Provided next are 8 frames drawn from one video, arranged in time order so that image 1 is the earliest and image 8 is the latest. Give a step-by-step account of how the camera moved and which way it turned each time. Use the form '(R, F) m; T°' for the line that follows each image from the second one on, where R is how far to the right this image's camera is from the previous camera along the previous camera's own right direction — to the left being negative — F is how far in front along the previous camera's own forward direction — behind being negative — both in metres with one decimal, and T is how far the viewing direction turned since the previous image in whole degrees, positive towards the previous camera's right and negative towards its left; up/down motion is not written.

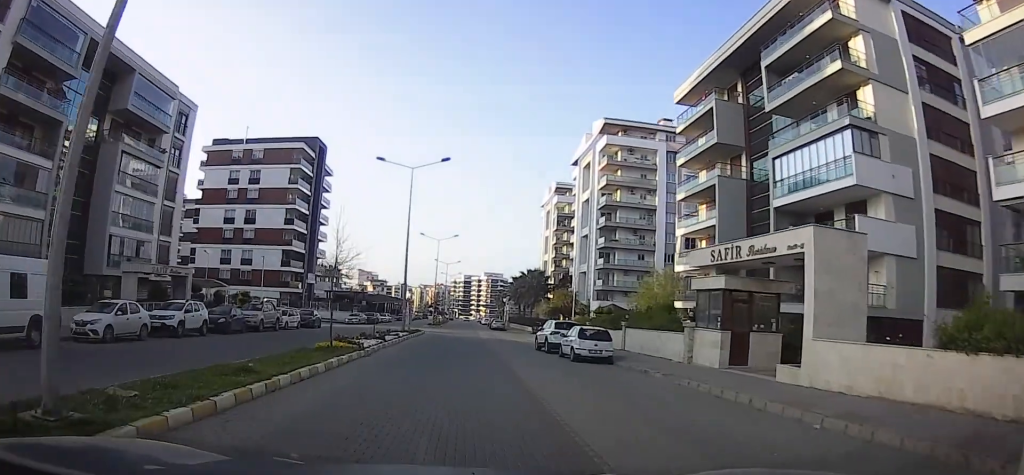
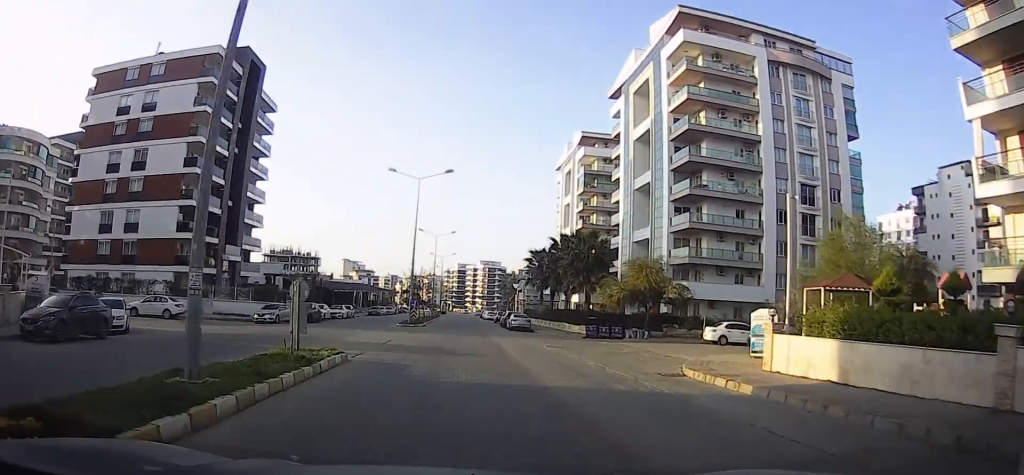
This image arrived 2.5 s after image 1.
(-0.3, +31.3) m; 0°
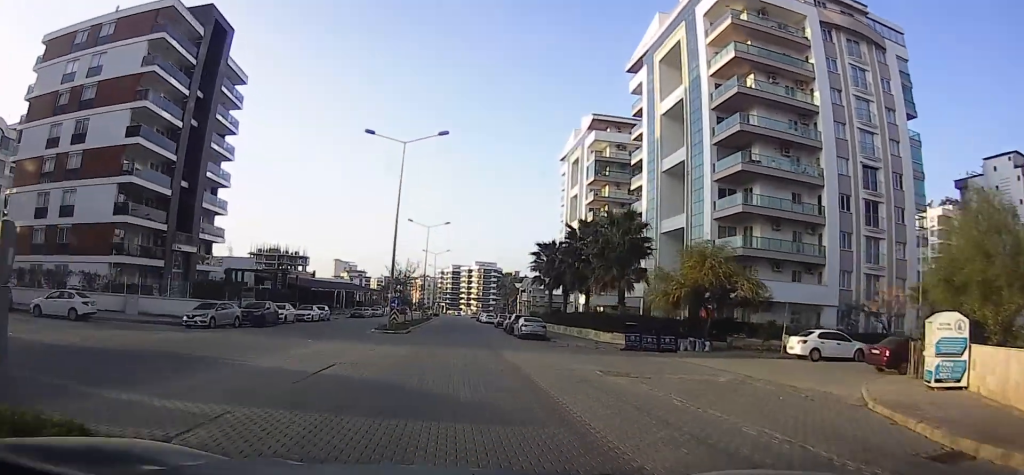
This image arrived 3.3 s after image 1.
(+0.1, +10.8) m; +1°
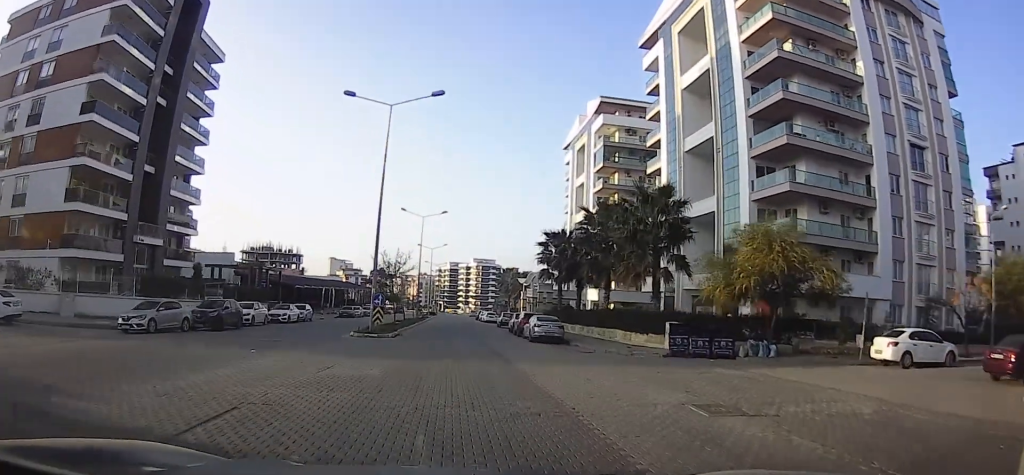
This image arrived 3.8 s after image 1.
(+0.1, +7.1) m; +1°
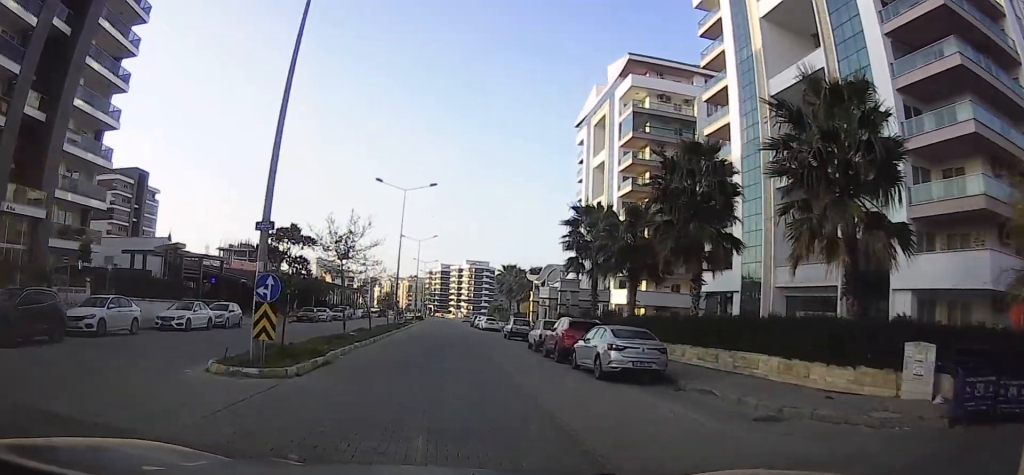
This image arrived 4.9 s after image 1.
(+0.2, +18.0) m; 0°
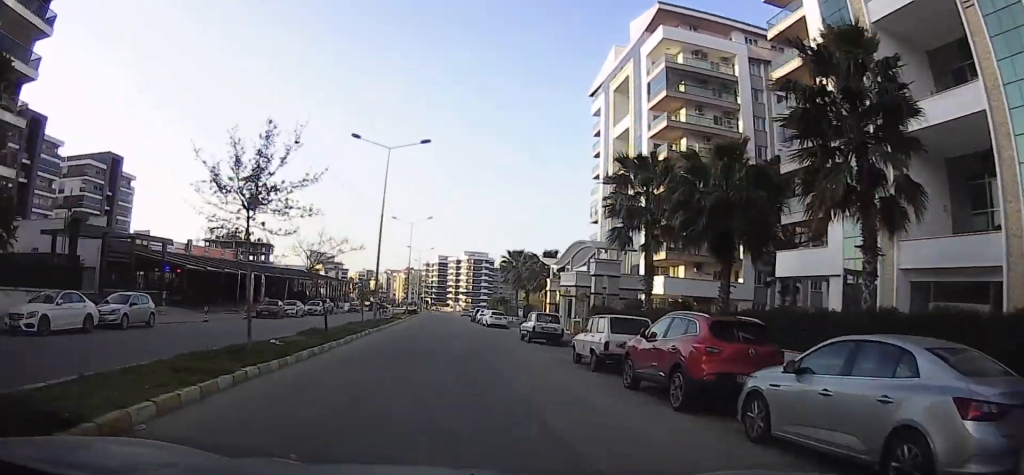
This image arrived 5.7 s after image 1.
(0.0, +12.3) m; 0°
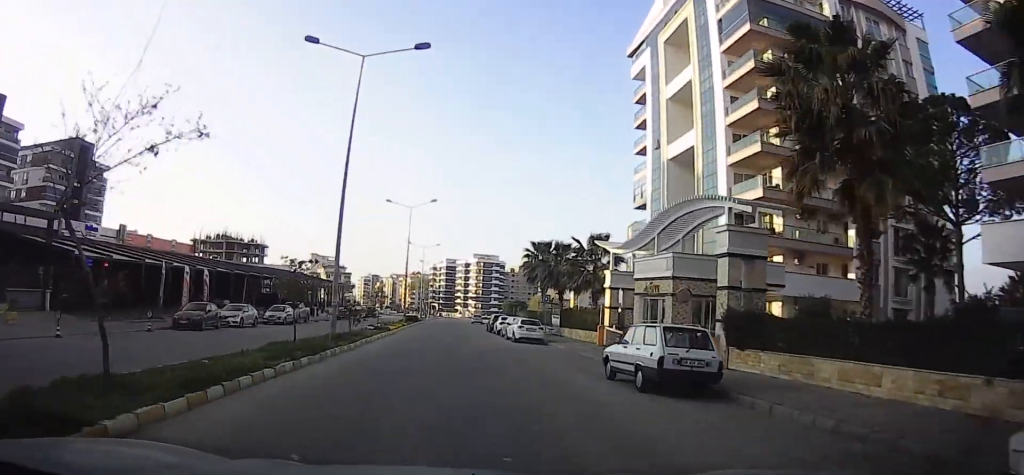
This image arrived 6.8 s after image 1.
(-0.1, +15.5) m; -1°
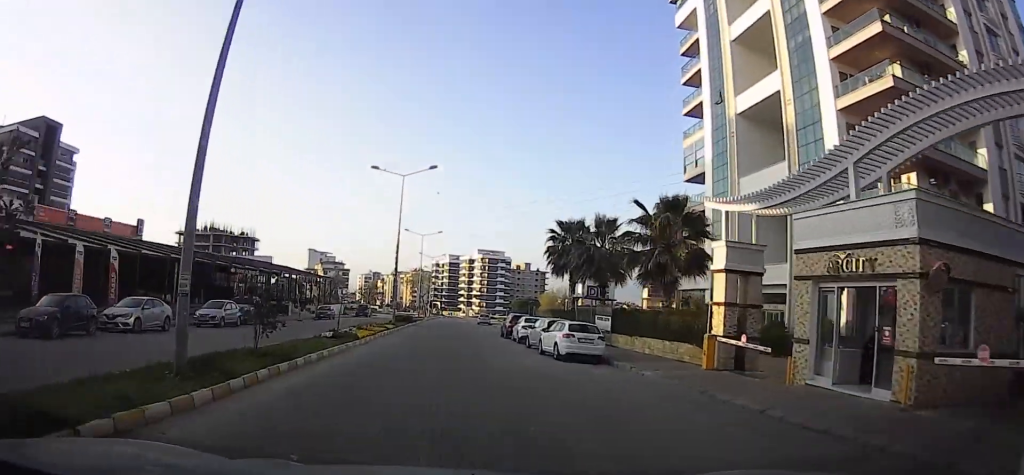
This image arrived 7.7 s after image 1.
(0.0, +13.1) m; 0°
